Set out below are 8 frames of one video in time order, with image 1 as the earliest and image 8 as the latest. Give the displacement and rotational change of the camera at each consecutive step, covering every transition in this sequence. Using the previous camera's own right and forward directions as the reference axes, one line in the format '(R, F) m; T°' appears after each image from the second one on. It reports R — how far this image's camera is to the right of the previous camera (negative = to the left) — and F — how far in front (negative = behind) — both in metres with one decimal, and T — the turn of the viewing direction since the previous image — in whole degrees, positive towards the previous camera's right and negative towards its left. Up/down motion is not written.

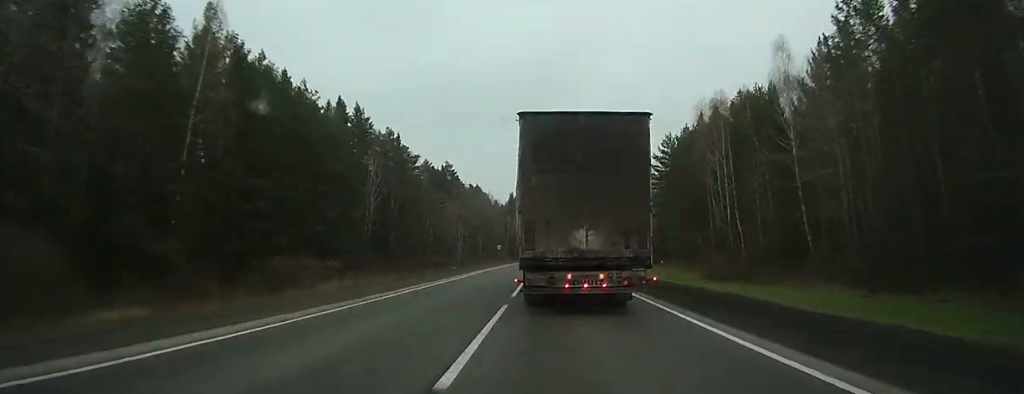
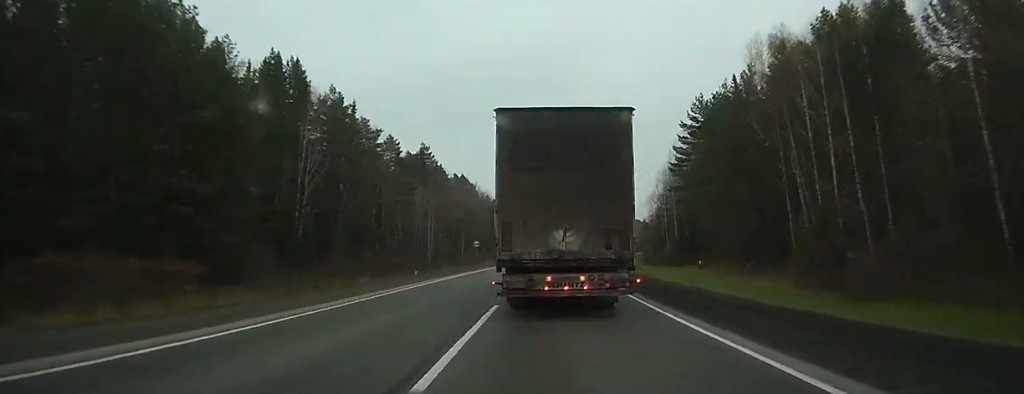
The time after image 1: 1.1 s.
(+0.2, +23.8) m; 0°
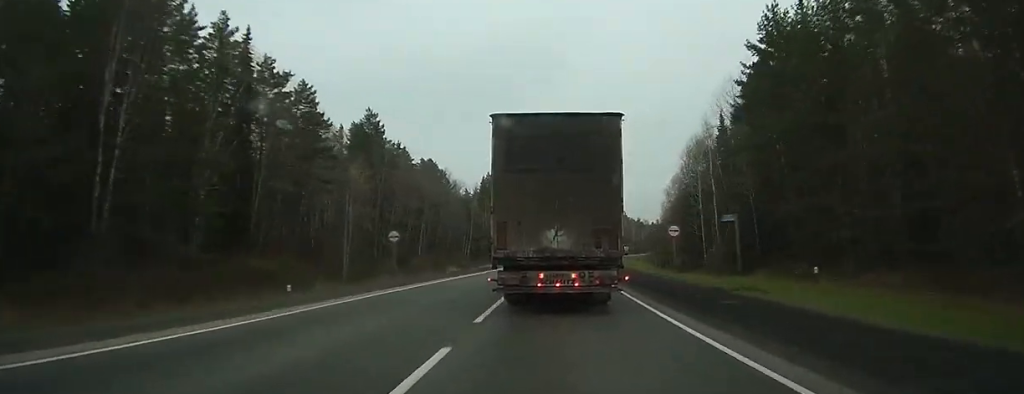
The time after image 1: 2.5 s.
(+0.1, +31.0) m; +1°
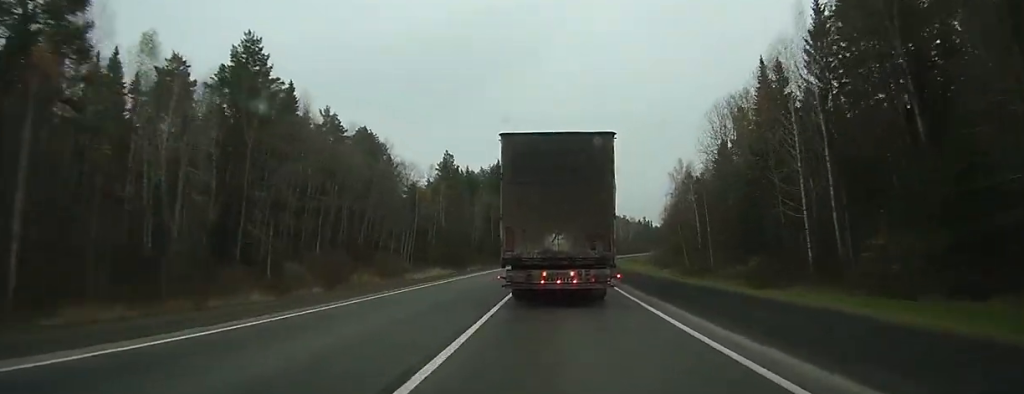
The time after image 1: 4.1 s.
(+0.1, +35.0) m; +1°
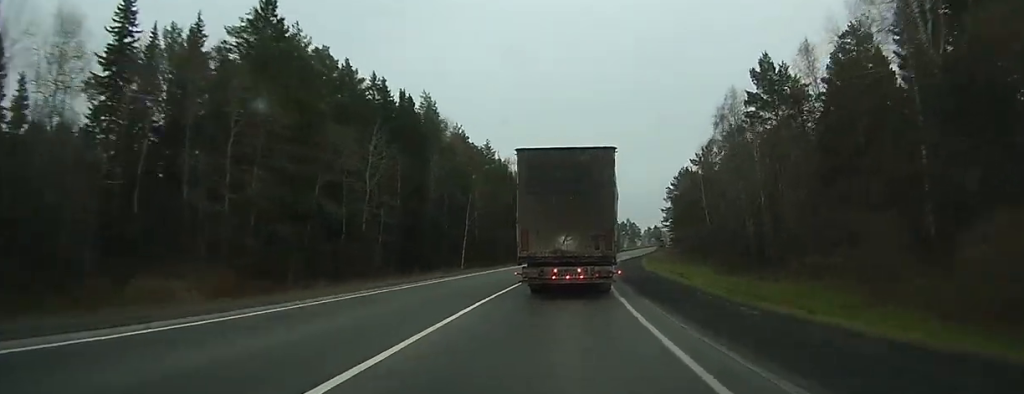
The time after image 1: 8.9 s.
(+8.3, +104.4) m; +10°
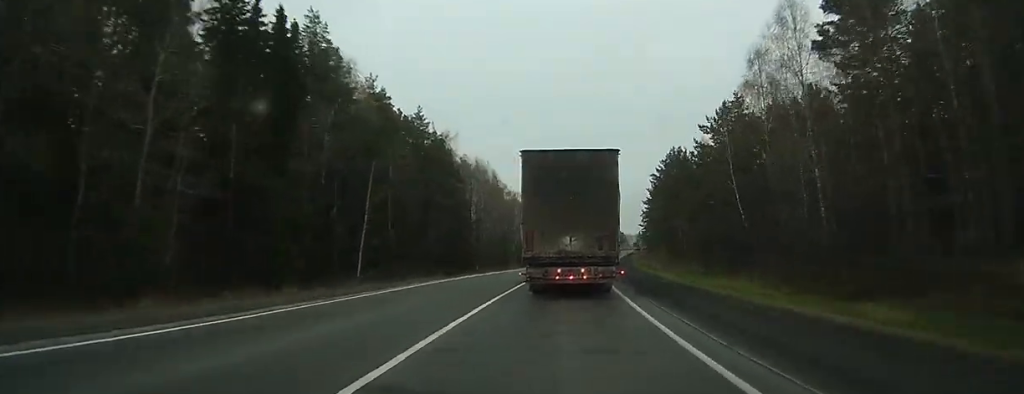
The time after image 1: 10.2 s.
(+0.6, +29.3) m; +3°
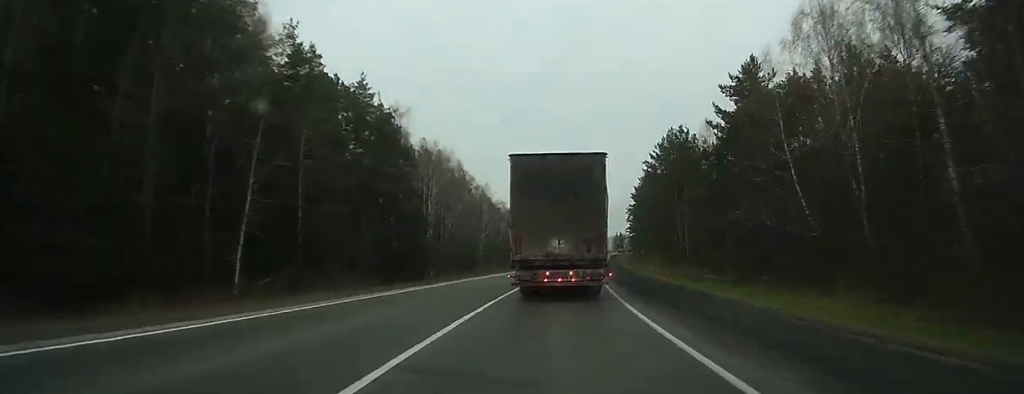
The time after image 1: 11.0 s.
(+0.2, +17.6) m; +2°
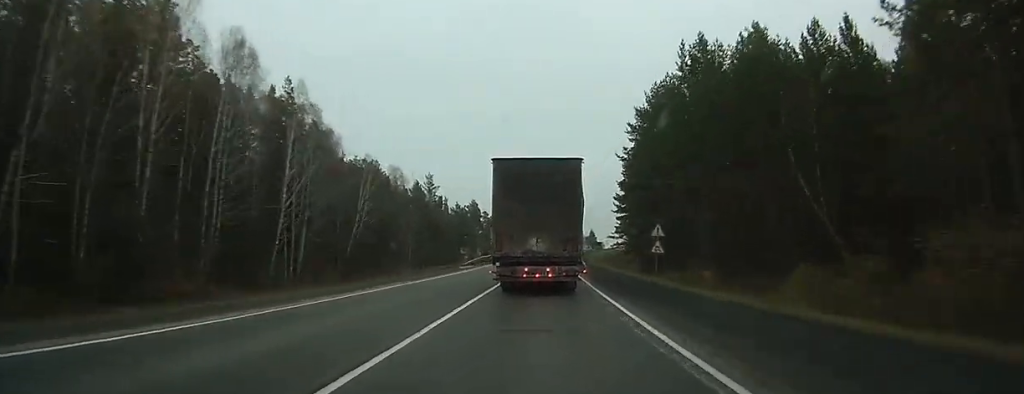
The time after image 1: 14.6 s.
(+5.0, +78.1) m; +6°
